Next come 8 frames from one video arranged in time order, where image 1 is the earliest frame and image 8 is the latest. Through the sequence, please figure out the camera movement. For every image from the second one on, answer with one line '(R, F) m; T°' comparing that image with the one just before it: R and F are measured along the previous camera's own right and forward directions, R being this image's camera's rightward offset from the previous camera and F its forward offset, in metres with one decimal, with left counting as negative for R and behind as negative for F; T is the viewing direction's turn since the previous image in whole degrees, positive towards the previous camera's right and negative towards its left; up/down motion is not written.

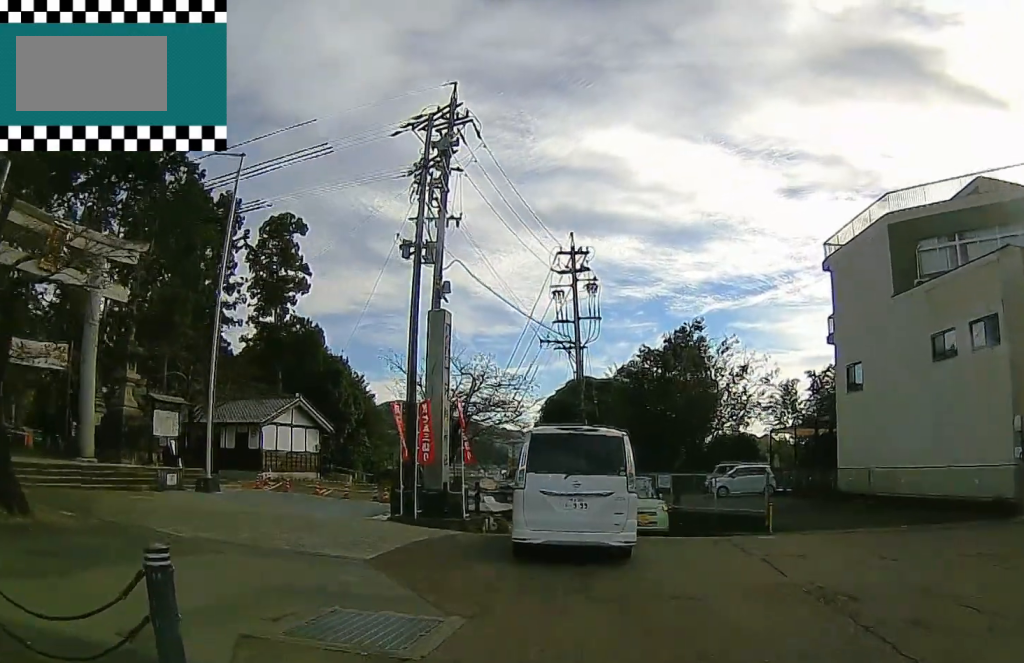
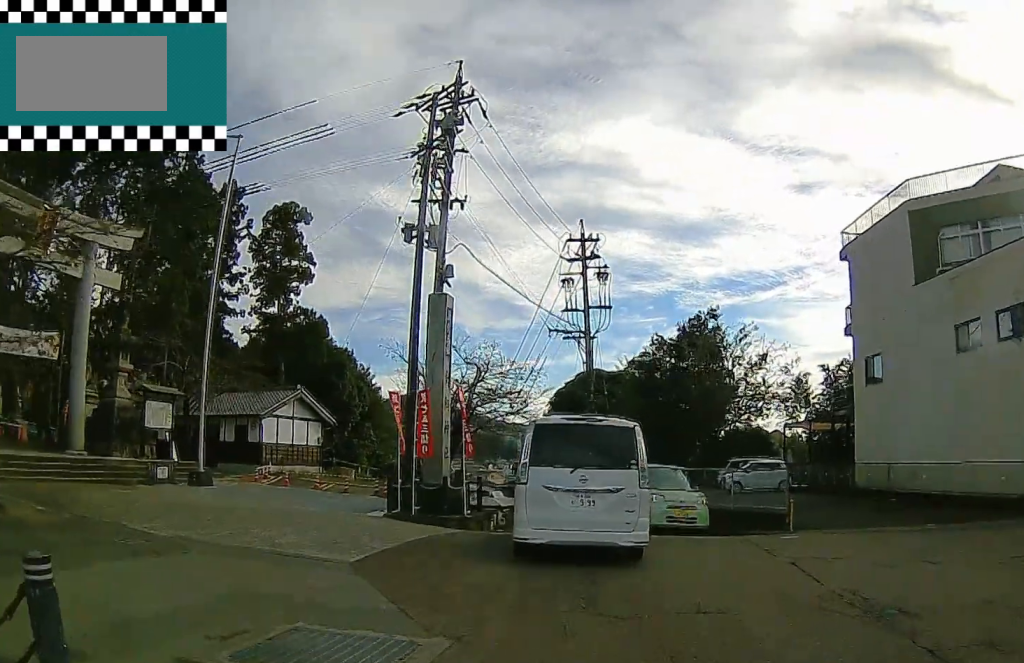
(-0.1, +1.9) m; -3°
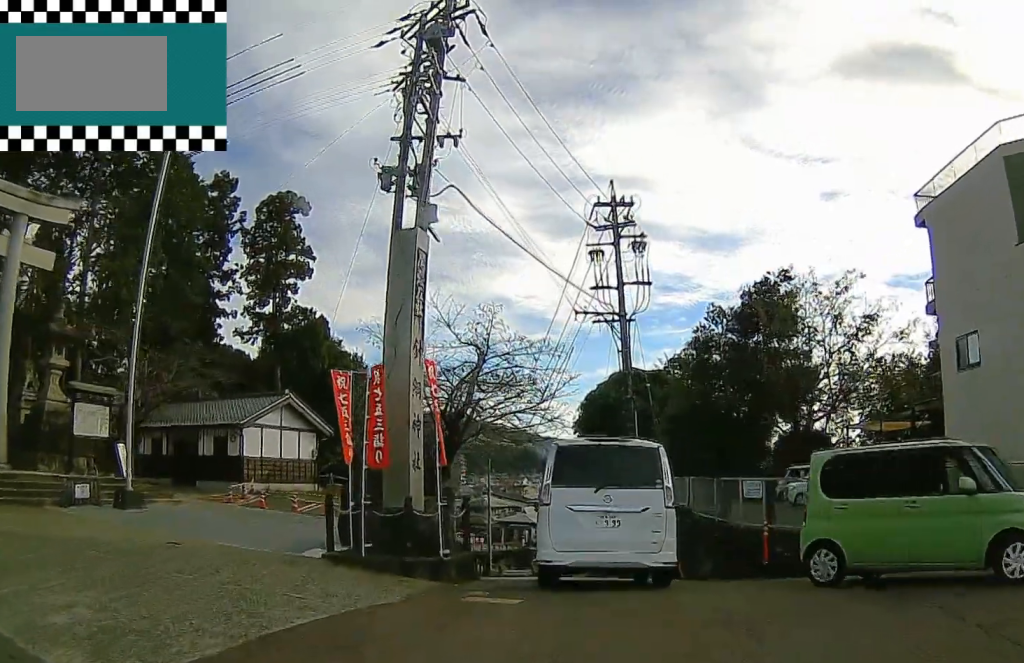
(-0.2, +10.1) m; -1°
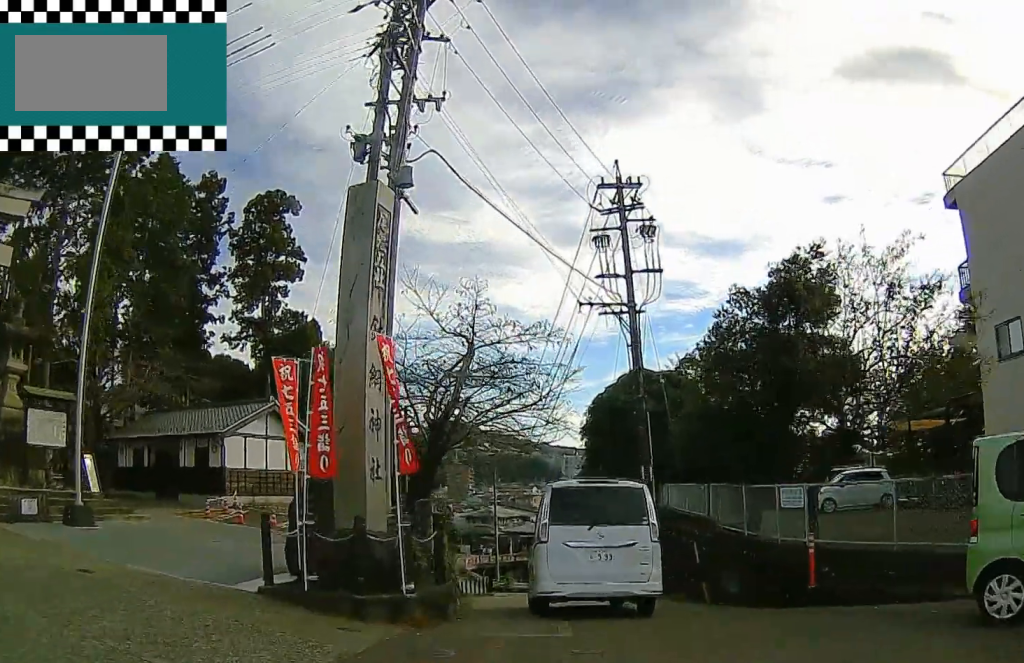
(0.0, +3.7) m; 0°
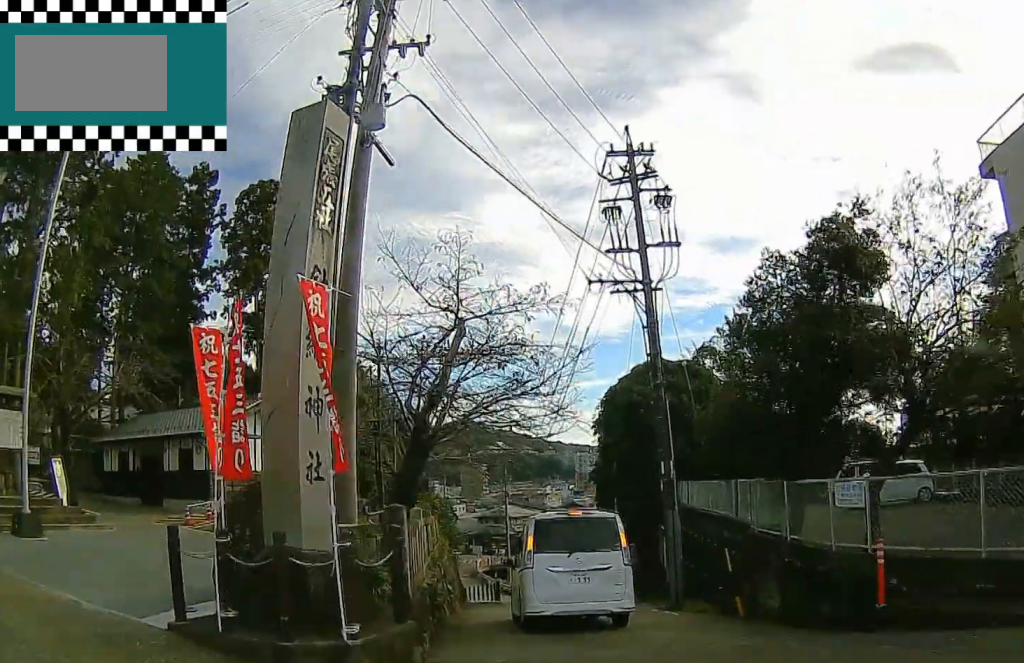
(0.0, +3.2) m; 0°
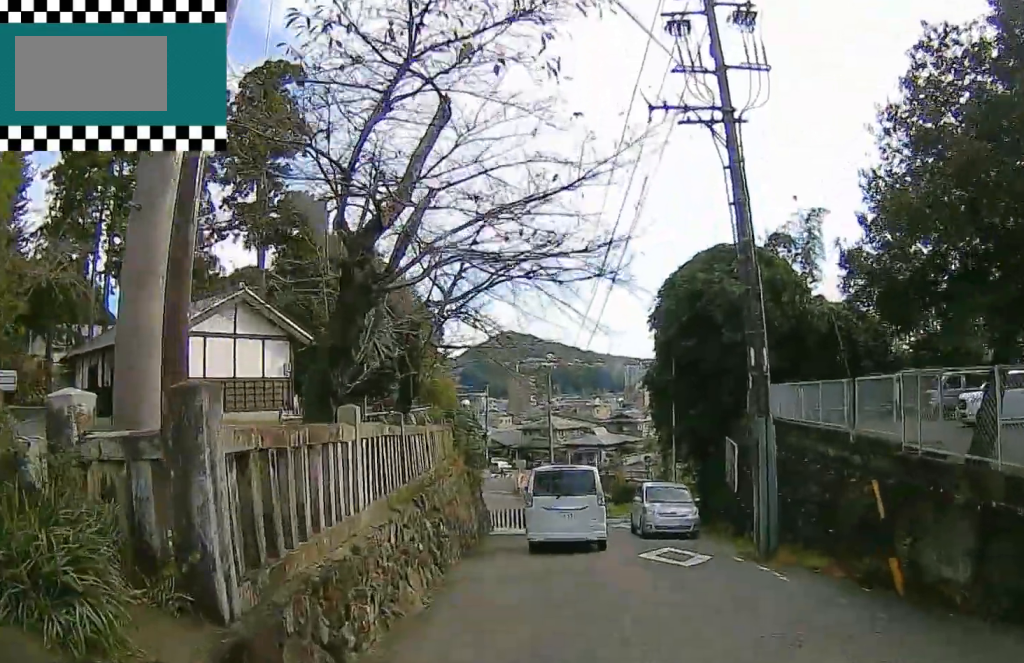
(0.0, +5.5) m; 0°
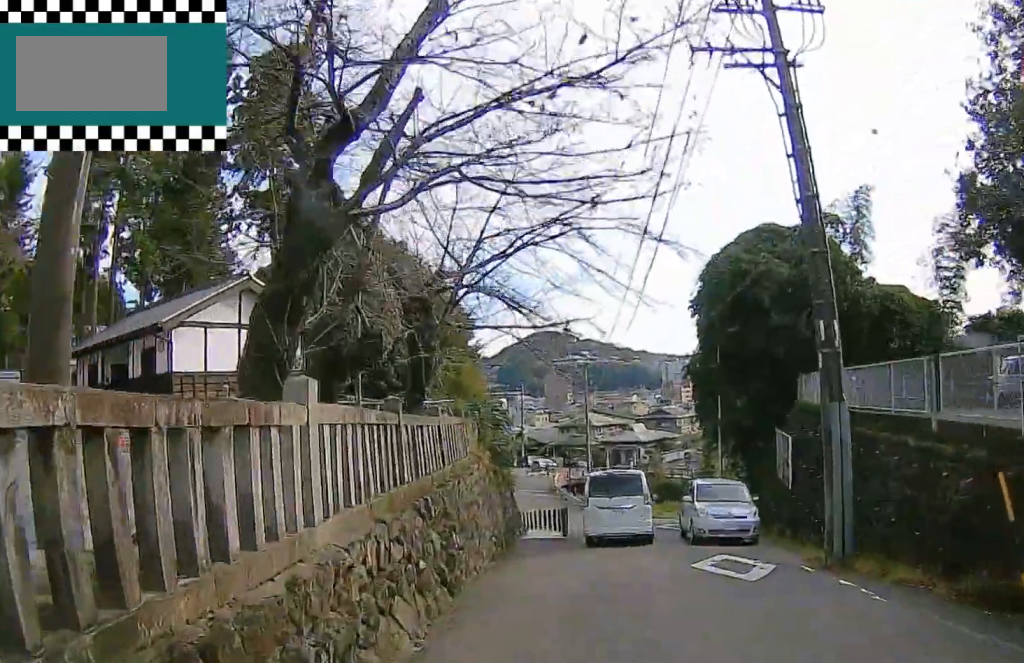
(0.0, +1.9) m; 0°
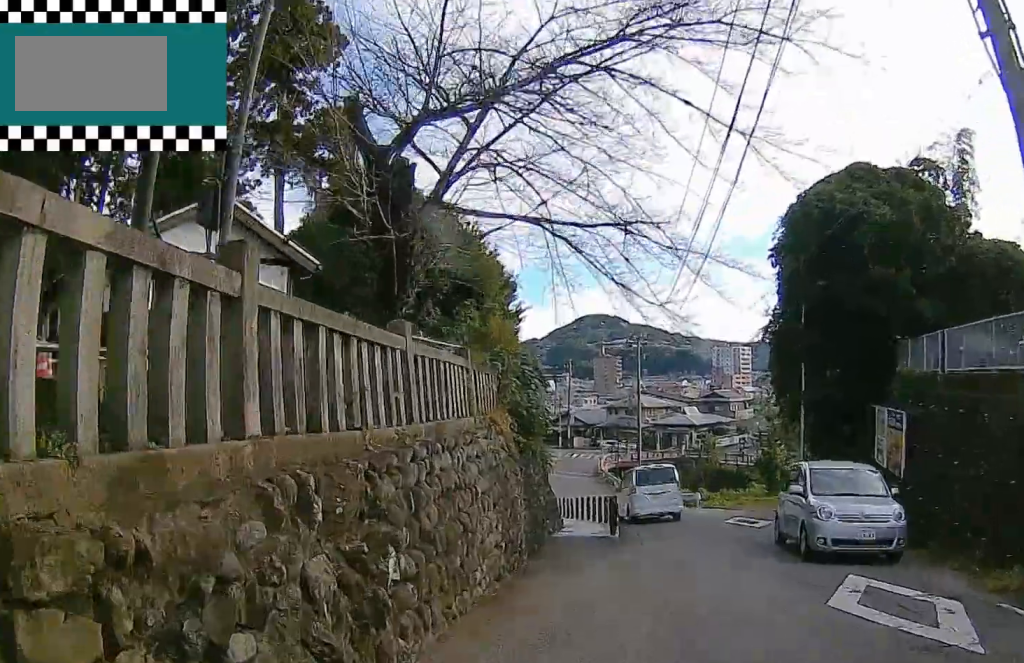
(0.0, +3.7) m; 0°
